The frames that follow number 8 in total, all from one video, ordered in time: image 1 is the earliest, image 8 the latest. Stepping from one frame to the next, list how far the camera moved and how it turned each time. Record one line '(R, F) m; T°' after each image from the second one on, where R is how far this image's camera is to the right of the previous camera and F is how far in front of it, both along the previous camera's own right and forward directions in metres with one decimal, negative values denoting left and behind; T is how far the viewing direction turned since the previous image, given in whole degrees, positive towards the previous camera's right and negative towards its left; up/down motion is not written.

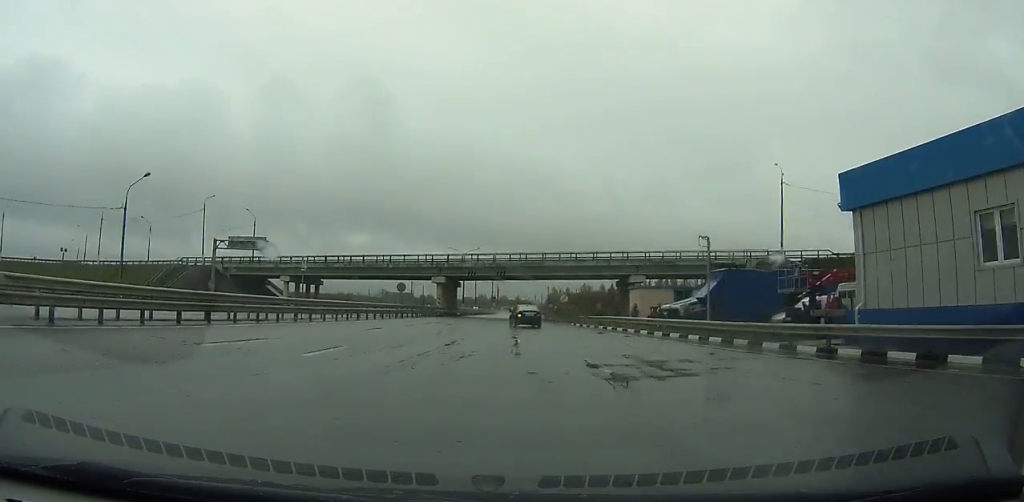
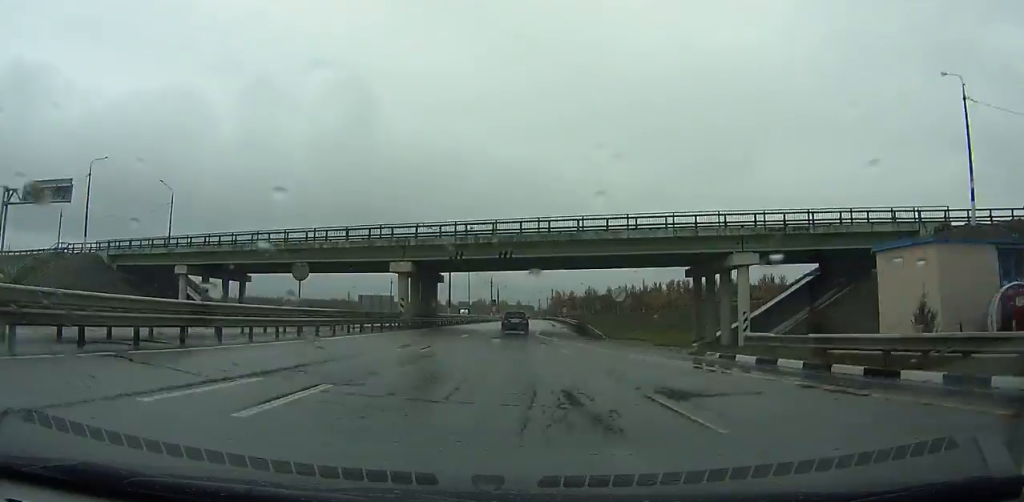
(-0.1, +29.5) m; 0°
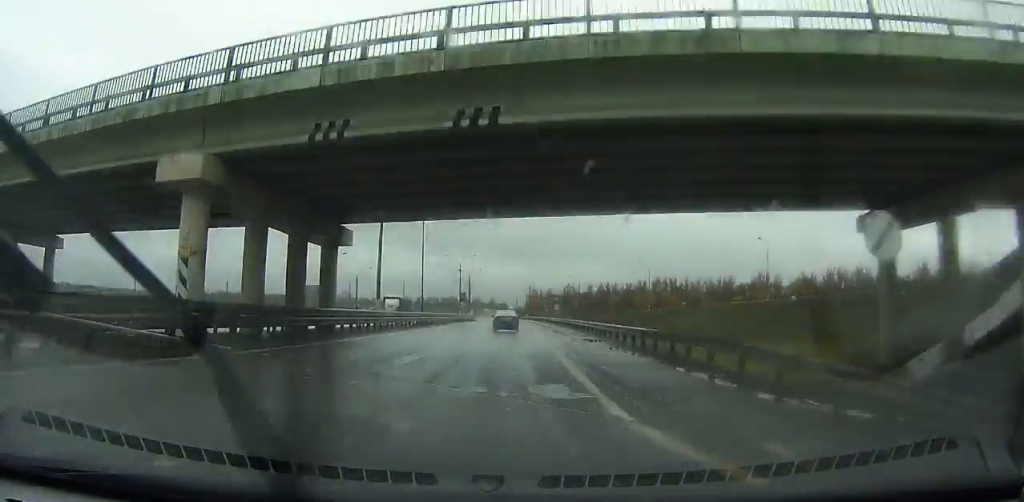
(-0.4, +29.7) m; +1°
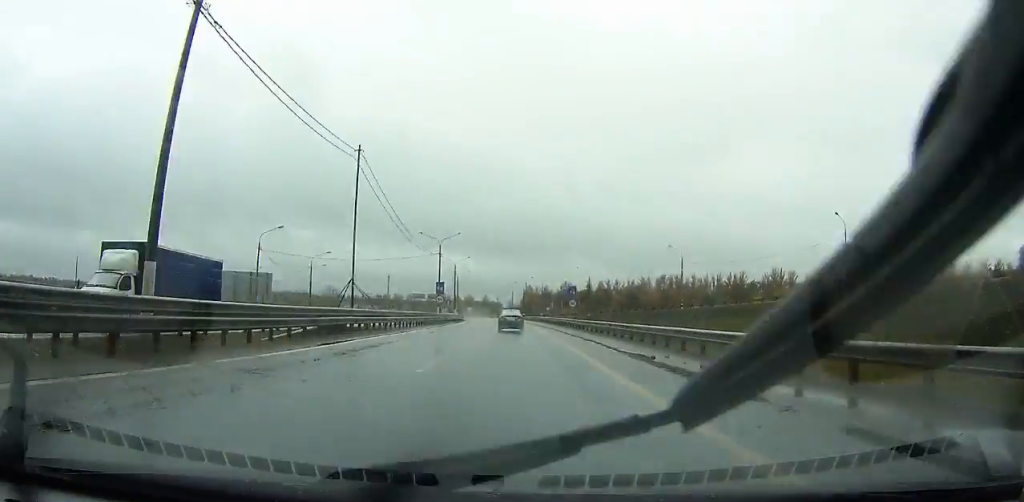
(+0.8, +26.6) m; +1°
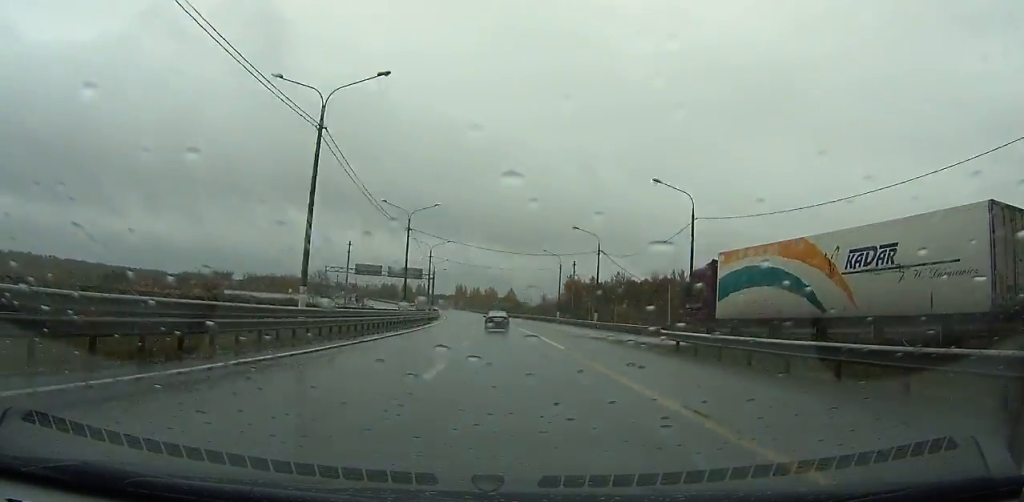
(-0.4, +112.3) m; -3°
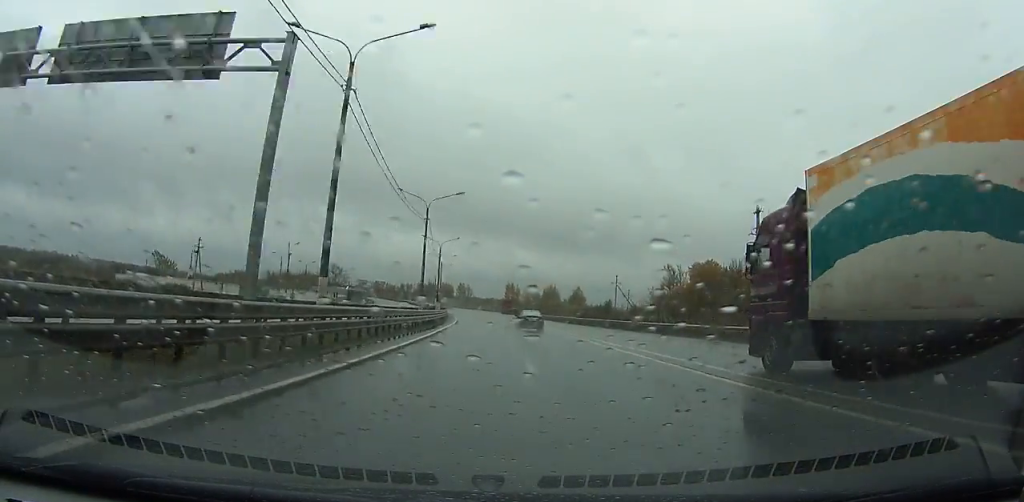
(-3.7, +93.9) m; -4°
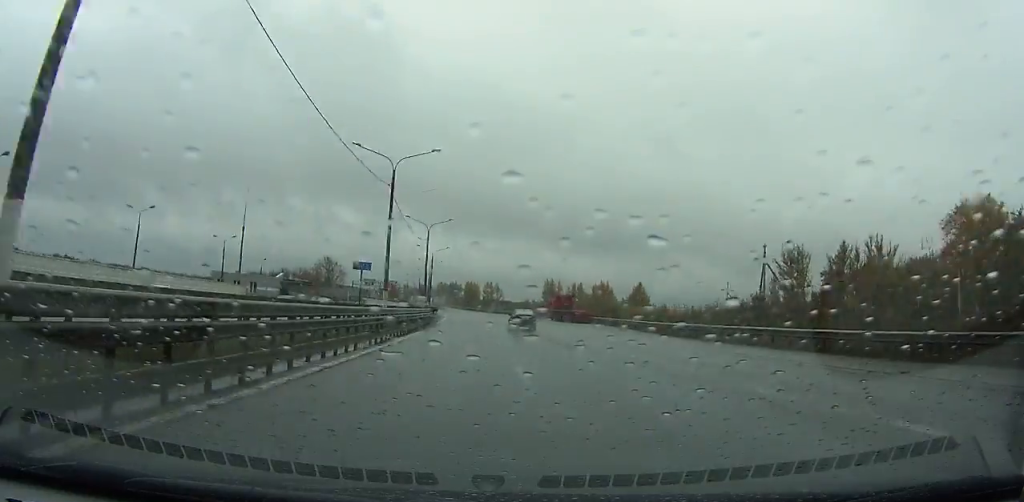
(-1.7, +73.0) m; -3°
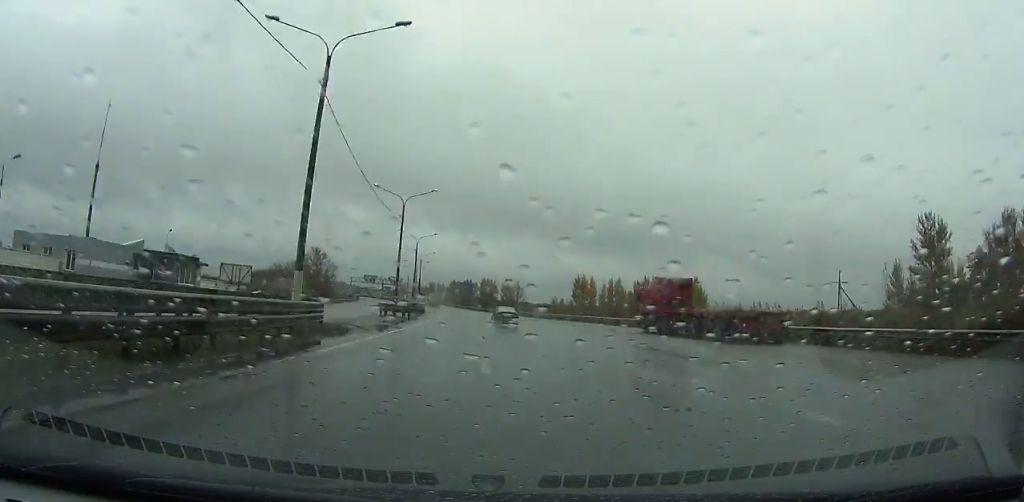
(-1.5, +45.8) m; -2°
